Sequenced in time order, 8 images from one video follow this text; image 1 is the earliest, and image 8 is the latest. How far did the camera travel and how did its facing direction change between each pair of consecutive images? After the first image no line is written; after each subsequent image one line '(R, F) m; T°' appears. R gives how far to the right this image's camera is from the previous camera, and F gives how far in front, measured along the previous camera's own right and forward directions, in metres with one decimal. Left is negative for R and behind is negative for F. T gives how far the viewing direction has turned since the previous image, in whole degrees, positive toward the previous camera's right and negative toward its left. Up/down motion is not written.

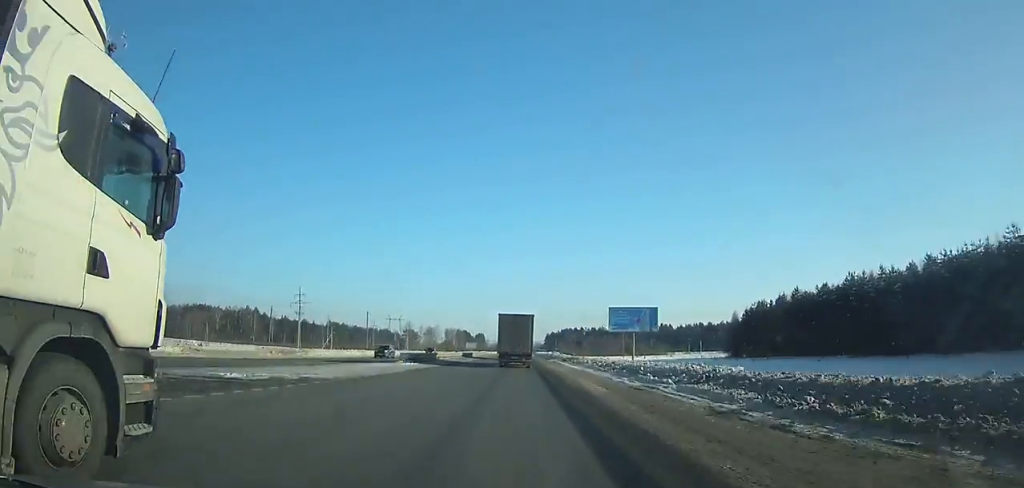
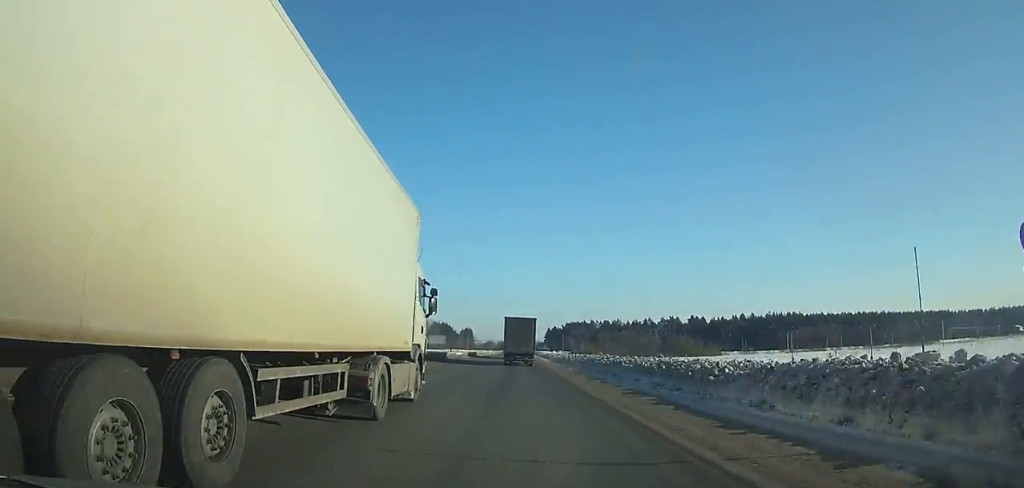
(+0.5, +124.6) m; 0°
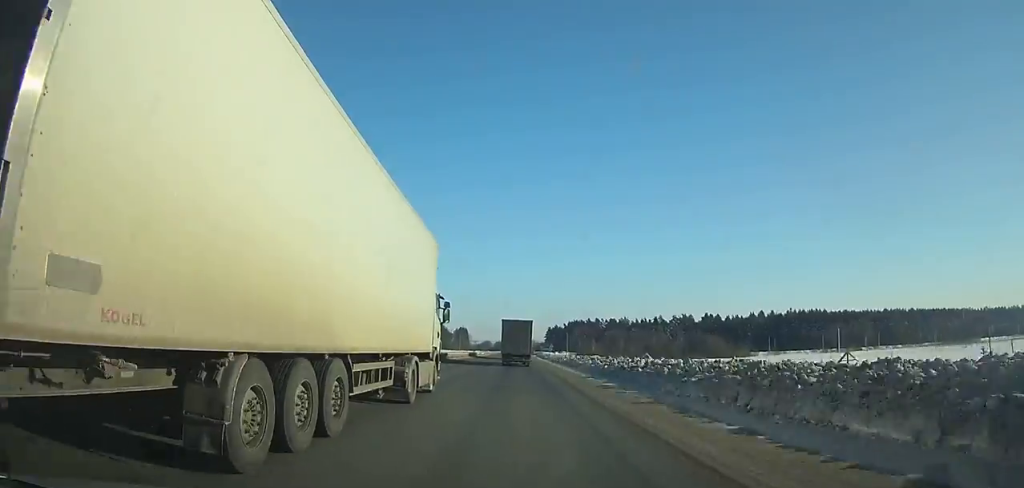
(0.0, +41.5) m; 0°
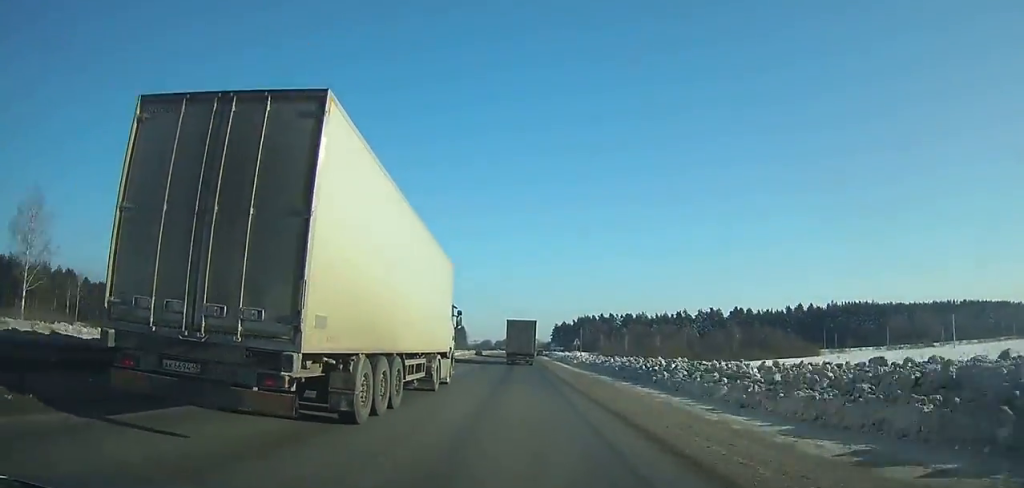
(0.0, +56.7) m; 0°
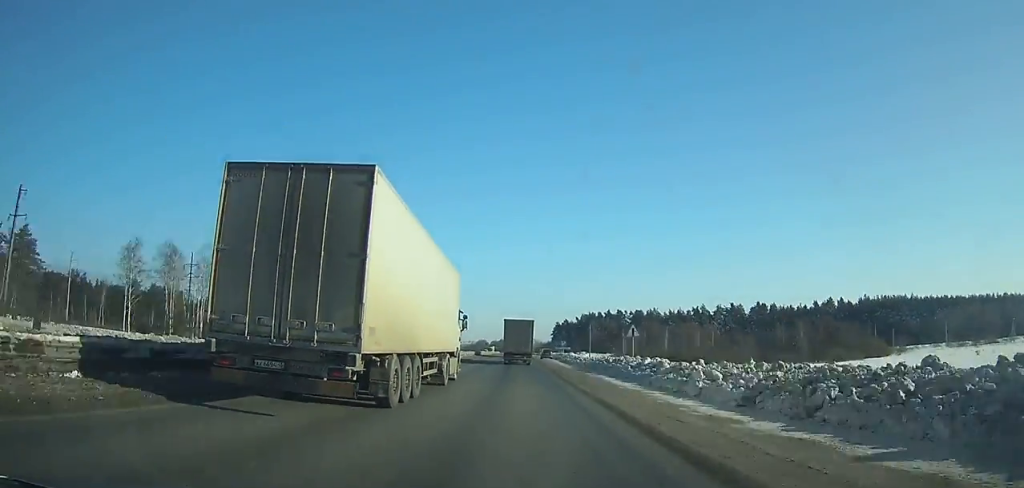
(+0.1, +41.4) m; 0°
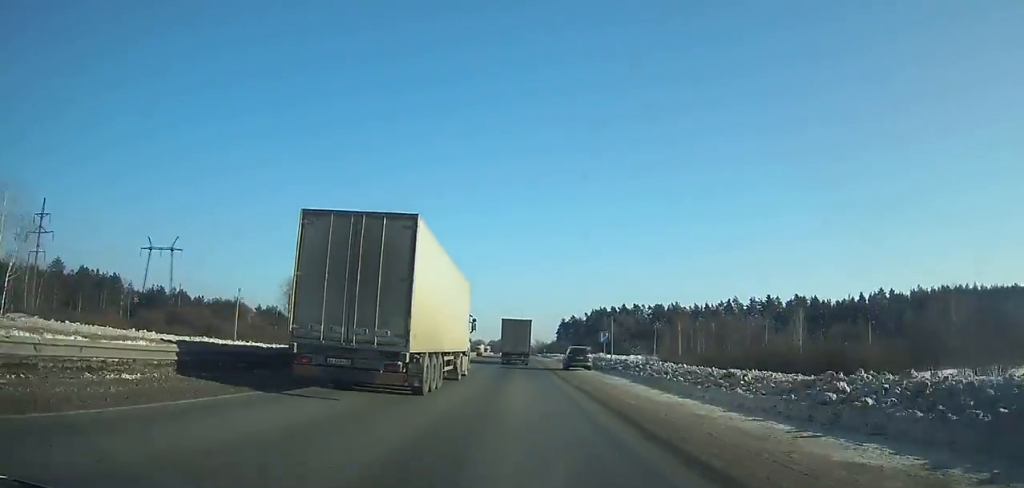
(+0.1, +49.8) m; 0°
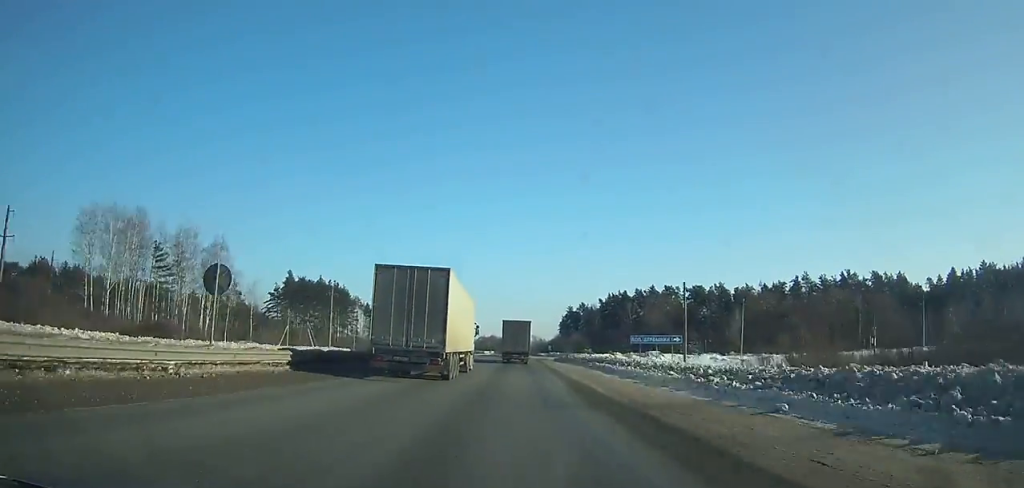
(+0.1, +77.6) m; 0°
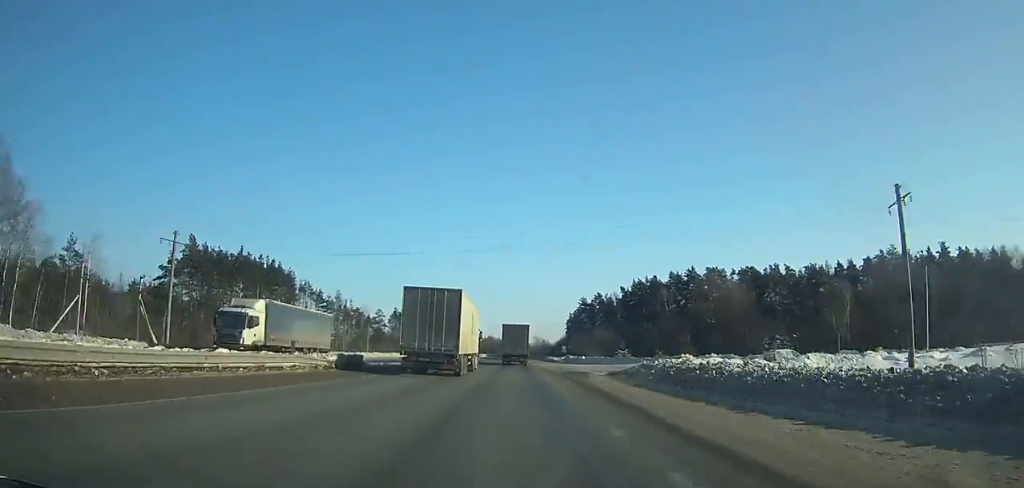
(+0.1, +54.1) m; 0°
